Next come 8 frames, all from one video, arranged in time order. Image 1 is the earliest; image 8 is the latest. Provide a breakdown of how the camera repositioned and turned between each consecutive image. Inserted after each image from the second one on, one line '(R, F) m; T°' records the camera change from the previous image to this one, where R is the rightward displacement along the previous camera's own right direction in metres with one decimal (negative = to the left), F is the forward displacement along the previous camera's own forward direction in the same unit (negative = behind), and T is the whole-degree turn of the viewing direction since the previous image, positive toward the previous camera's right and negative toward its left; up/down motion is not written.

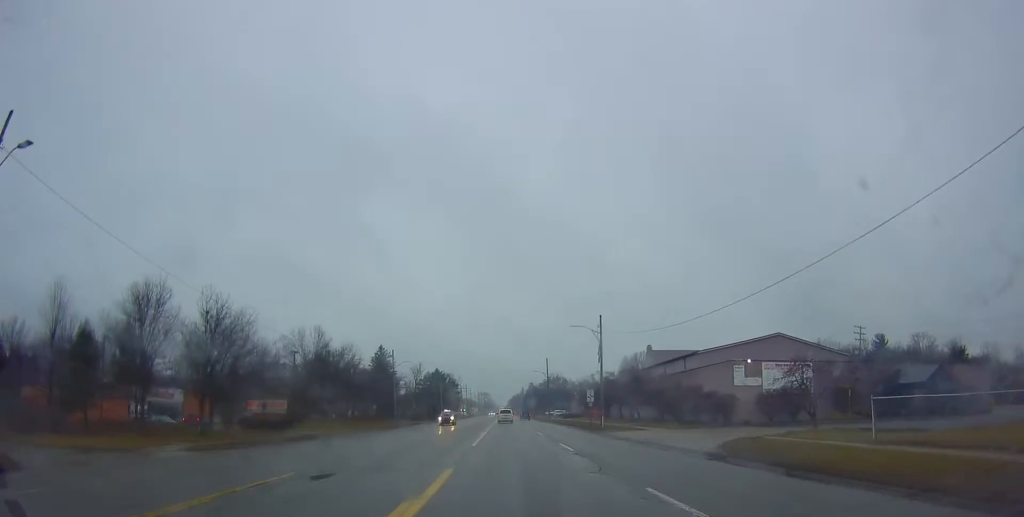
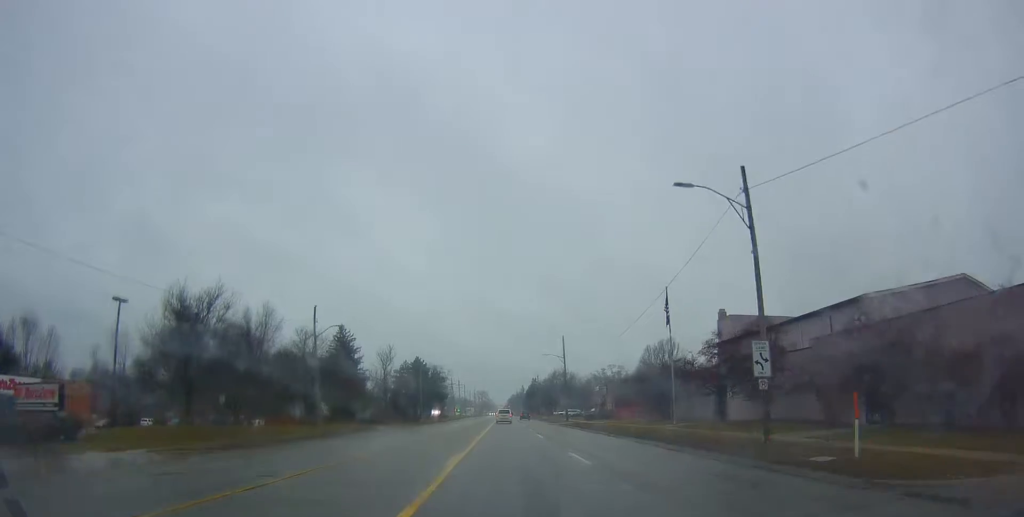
(-0.4, +35.5) m; -2°
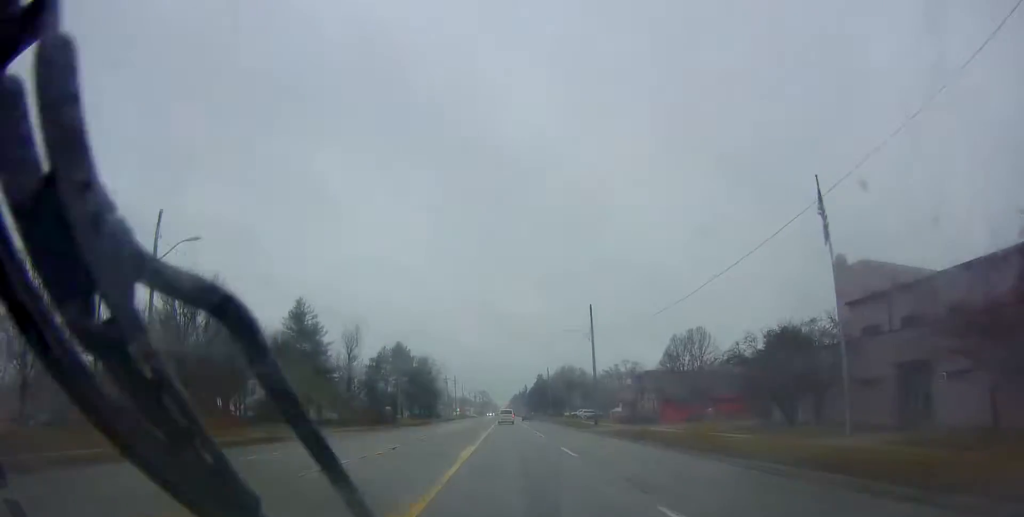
(-0.1, +25.3) m; +1°
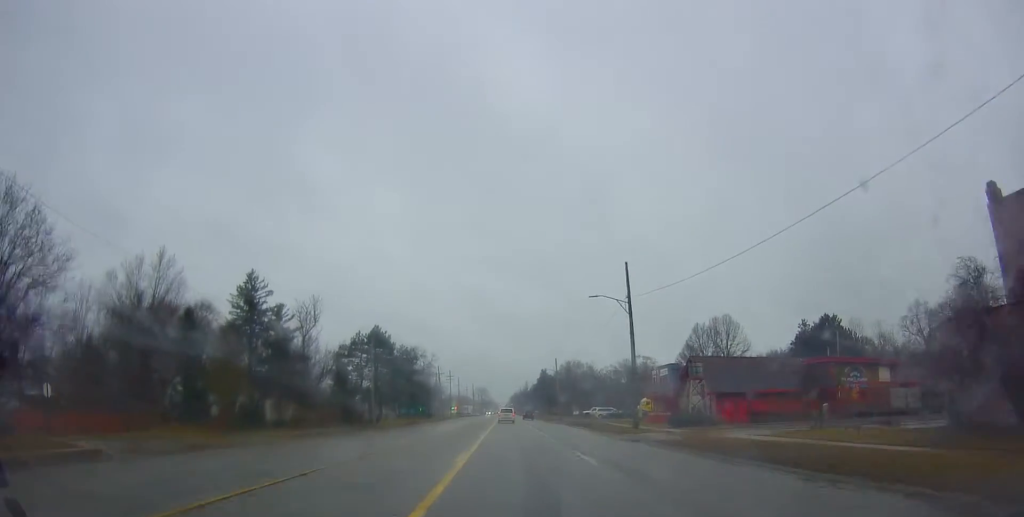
(+0.3, +18.2) m; 0°
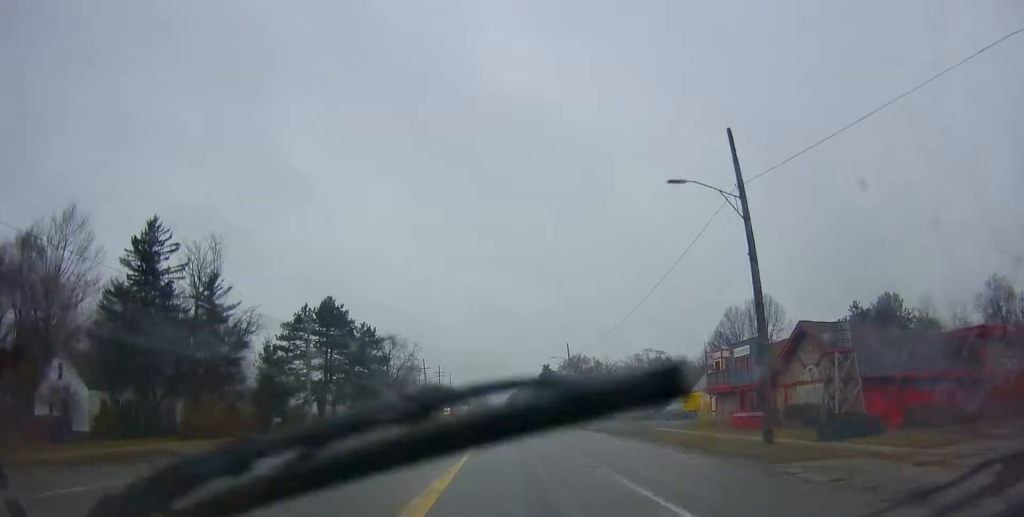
(-0.2, +22.2) m; -1°
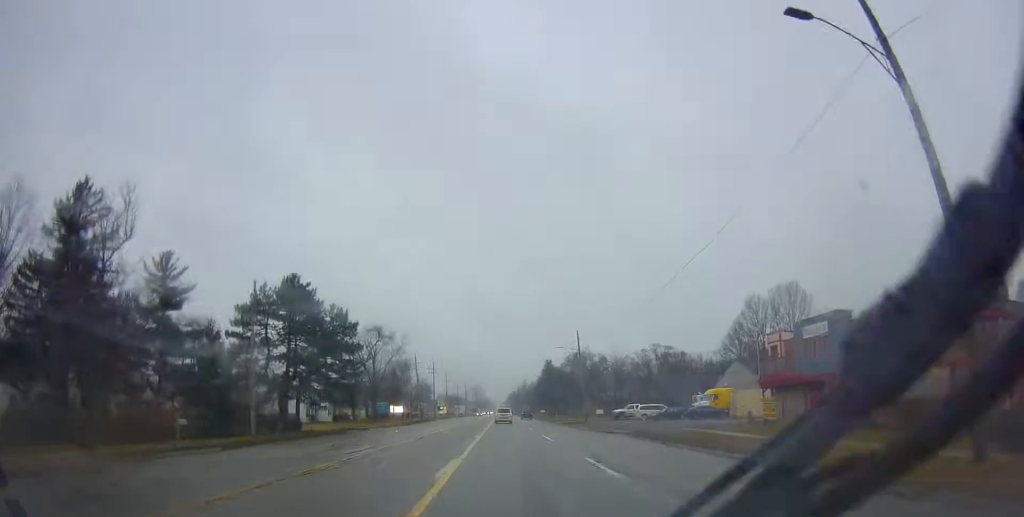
(-0.2, +11.0) m; 0°
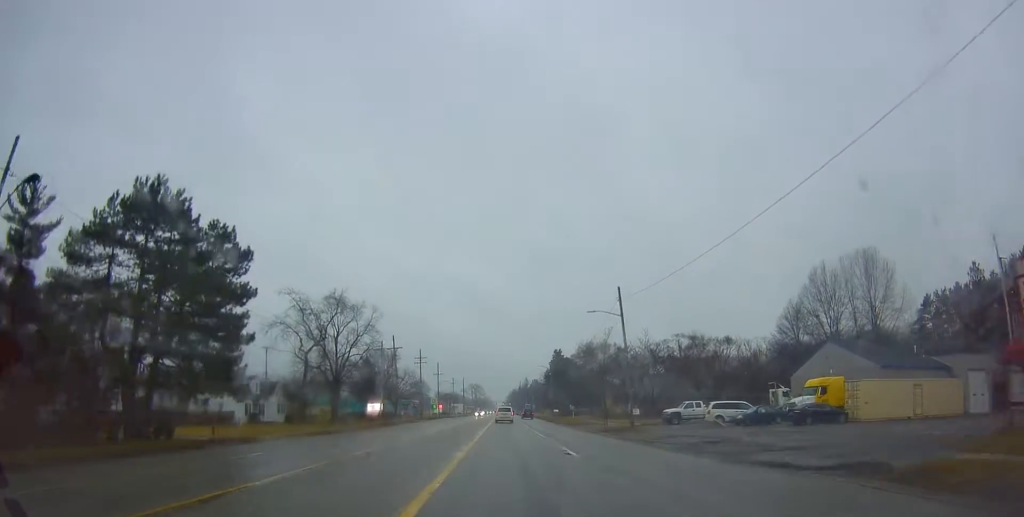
(+0.4, +23.1) m; +1°
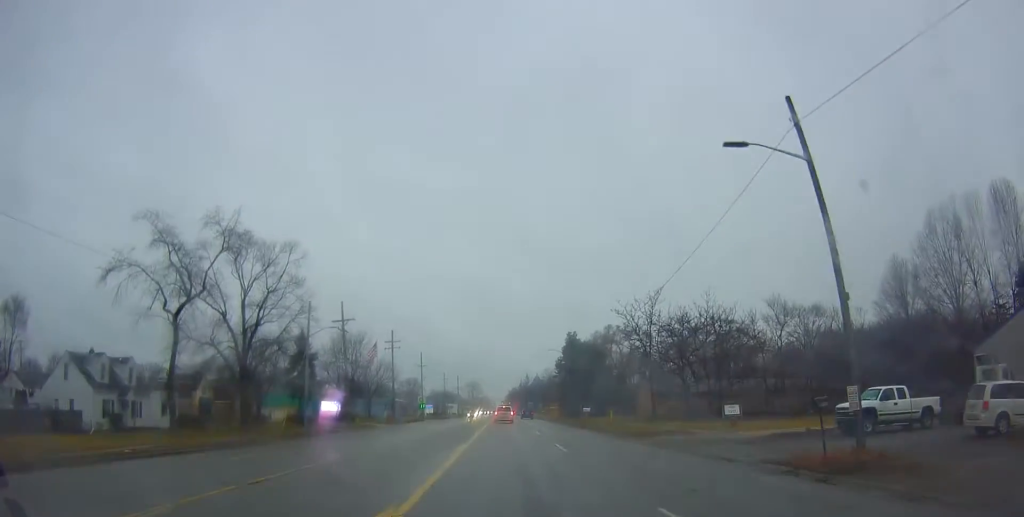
(-0.7, +28.6) m; -2°
